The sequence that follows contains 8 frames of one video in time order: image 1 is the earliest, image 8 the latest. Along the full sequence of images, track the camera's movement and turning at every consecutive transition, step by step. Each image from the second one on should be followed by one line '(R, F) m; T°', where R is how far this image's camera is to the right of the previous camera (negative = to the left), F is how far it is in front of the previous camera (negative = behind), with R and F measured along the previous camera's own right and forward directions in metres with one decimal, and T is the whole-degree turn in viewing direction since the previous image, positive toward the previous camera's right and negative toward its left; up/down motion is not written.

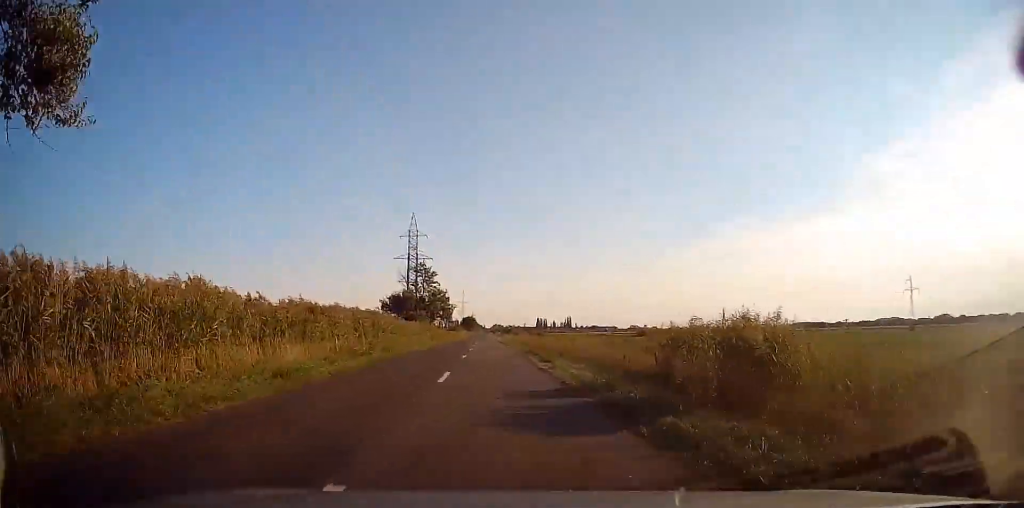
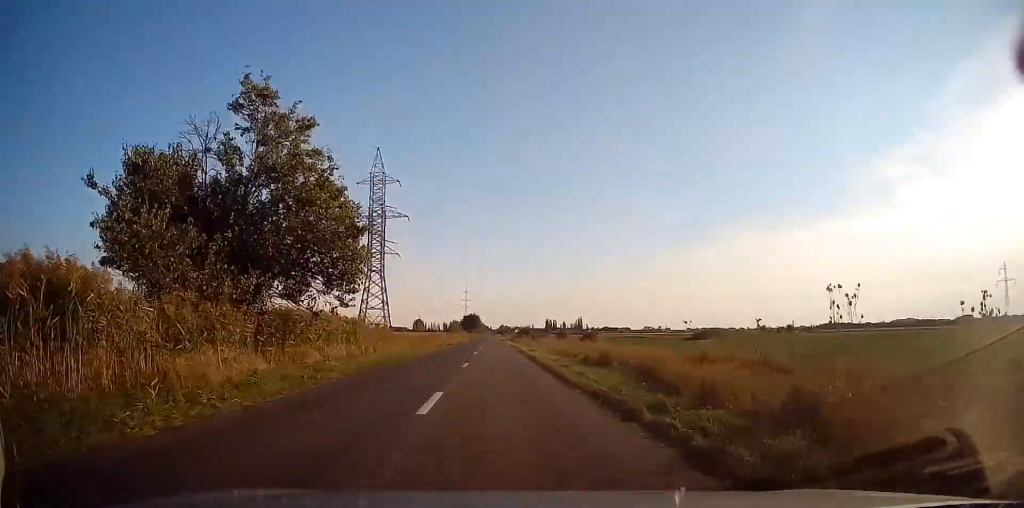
(-0.1, +54.0) m; 0°
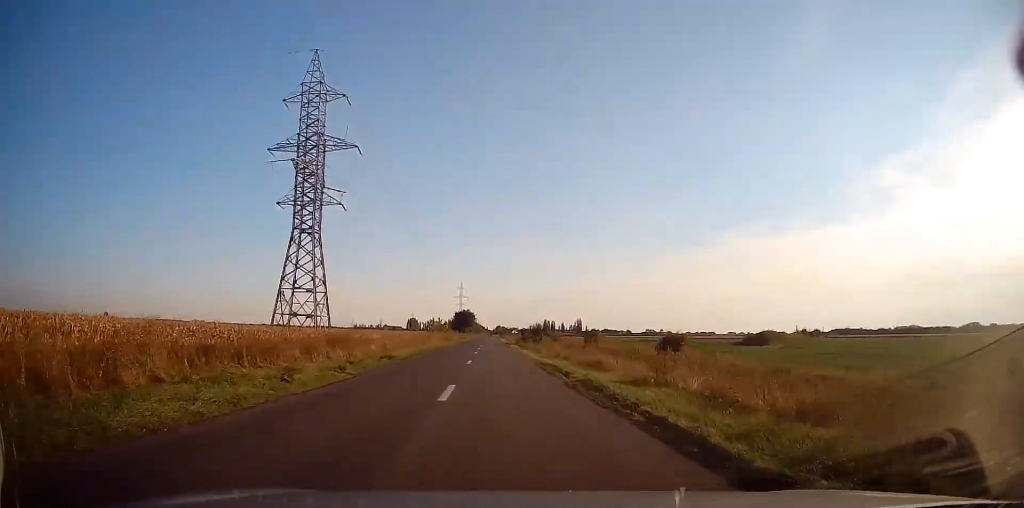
(-0.2, +34.7) m; 0°
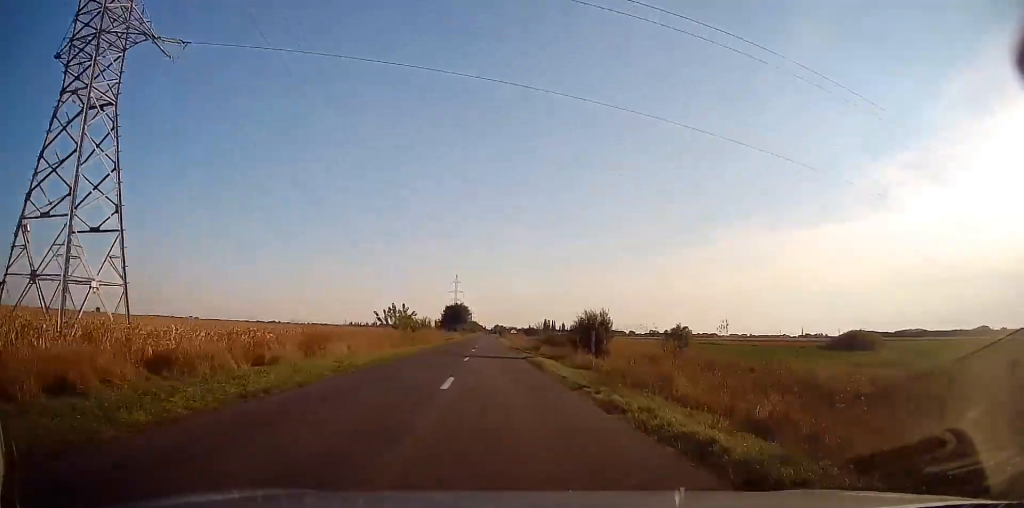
(+0.1, +34.4) m; +1°
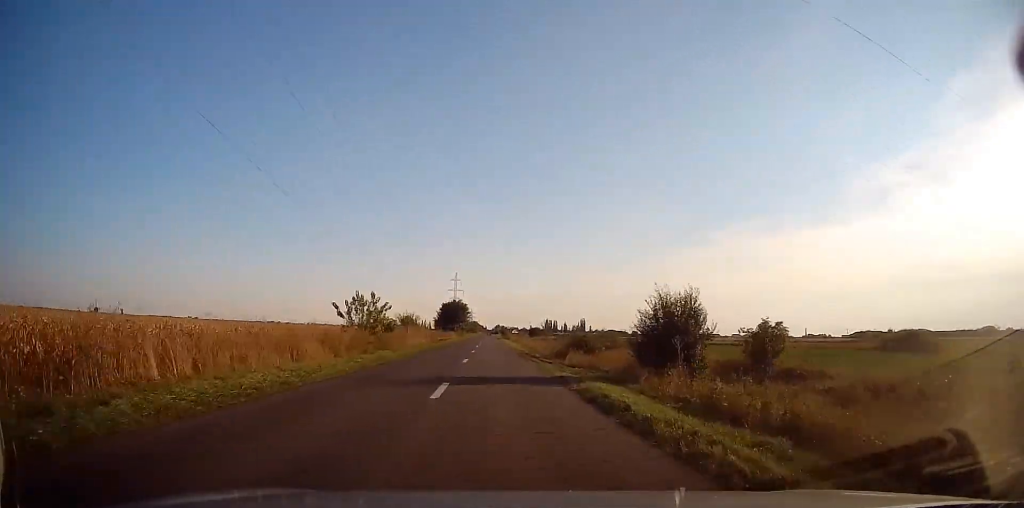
(+0.2, +13.8) m; 0°
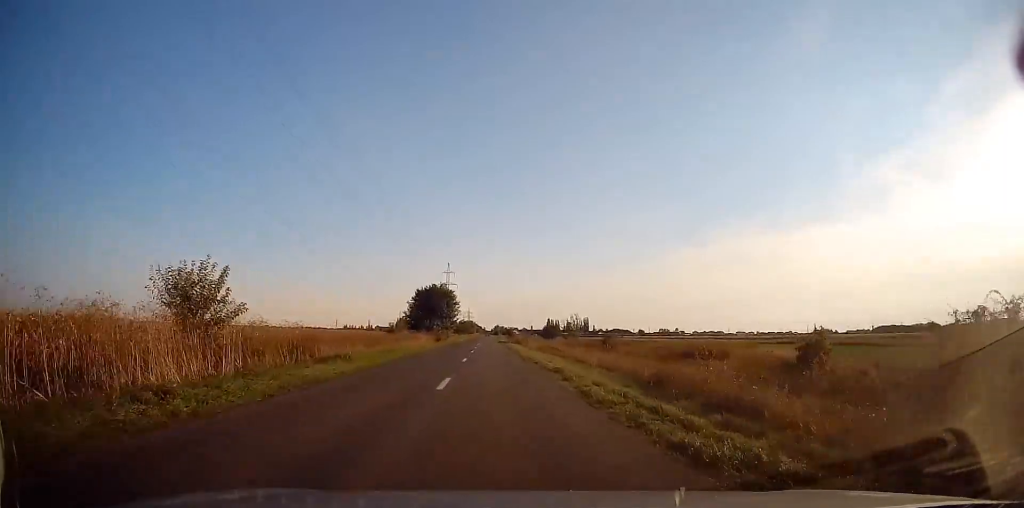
(-0.1, +45.2) m; 0°
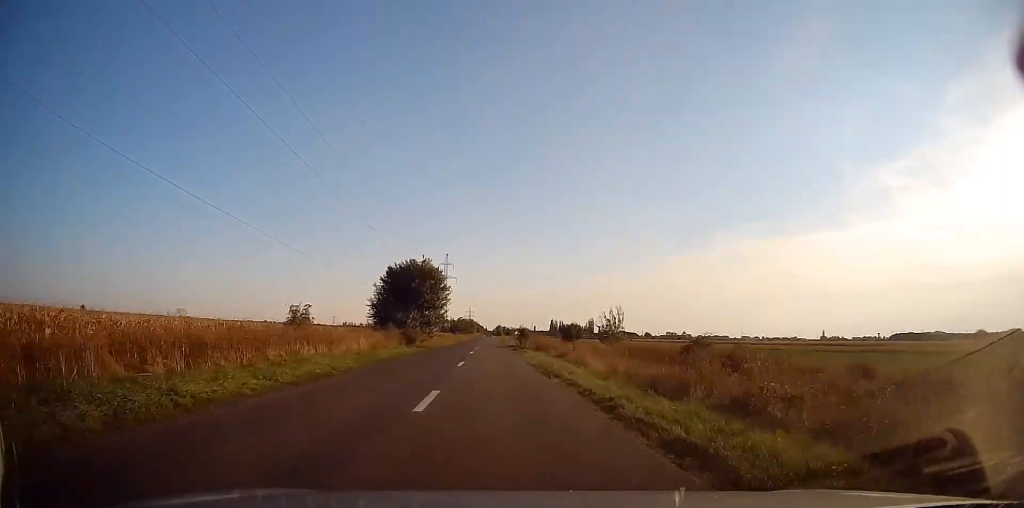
(+0.1, +26.8) m; 0°
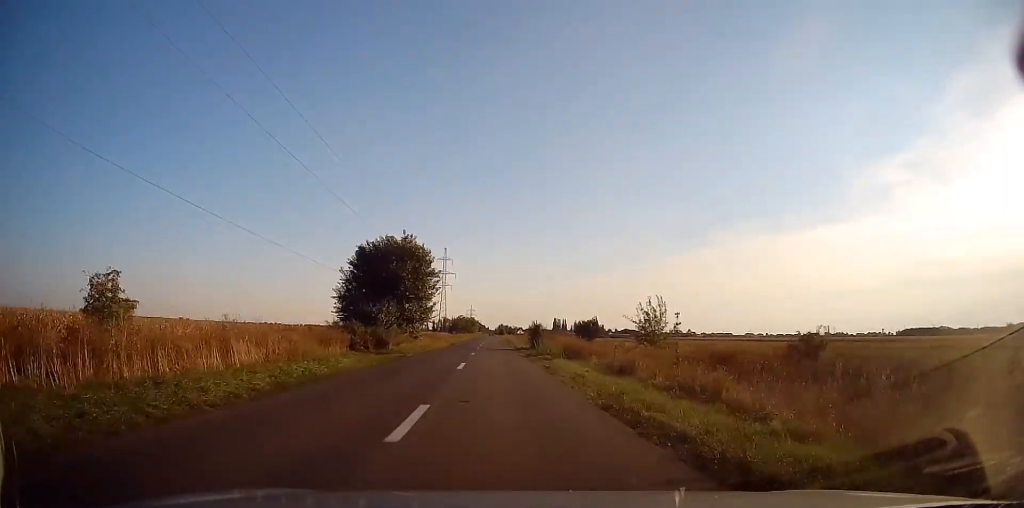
(-0.2, +14.2) m; 0°
